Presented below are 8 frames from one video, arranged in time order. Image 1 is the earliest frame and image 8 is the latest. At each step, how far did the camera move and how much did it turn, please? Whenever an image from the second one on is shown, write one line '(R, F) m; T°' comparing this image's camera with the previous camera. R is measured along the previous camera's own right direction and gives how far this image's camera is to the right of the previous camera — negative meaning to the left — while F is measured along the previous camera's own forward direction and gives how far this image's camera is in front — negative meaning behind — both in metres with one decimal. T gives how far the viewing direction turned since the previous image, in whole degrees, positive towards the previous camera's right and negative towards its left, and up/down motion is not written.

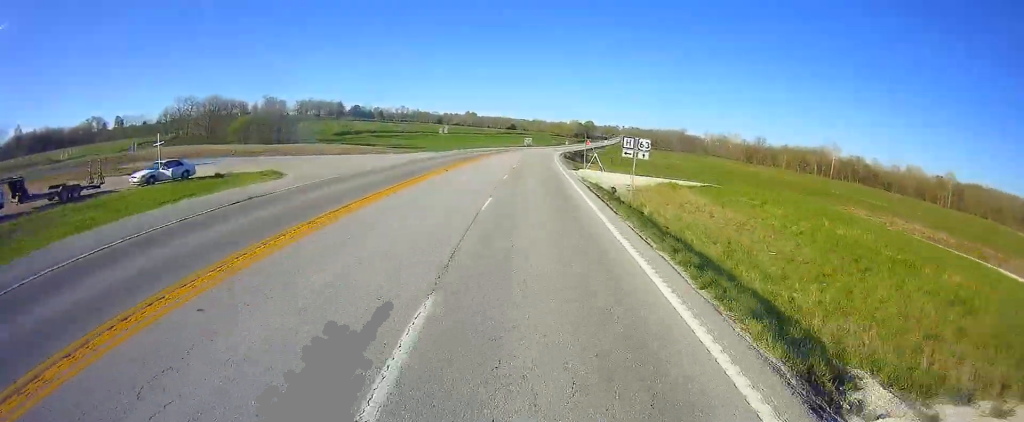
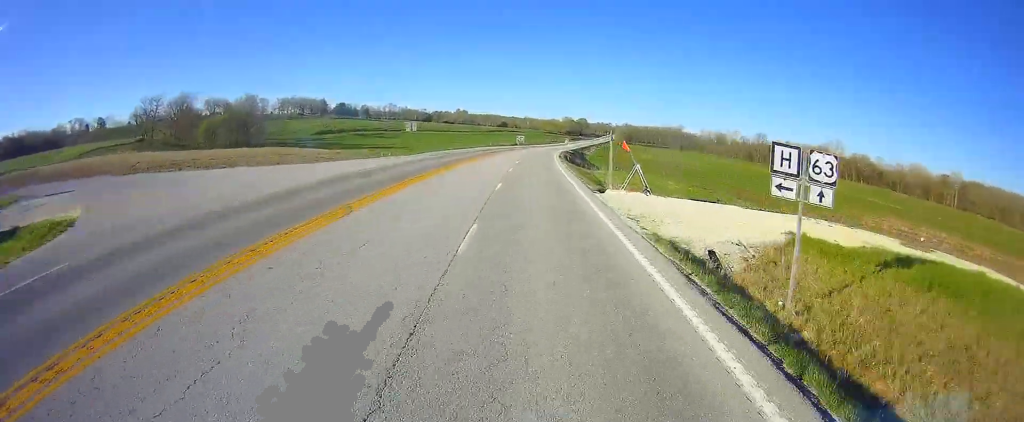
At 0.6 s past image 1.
(+0.3, +17.7) m; 0°
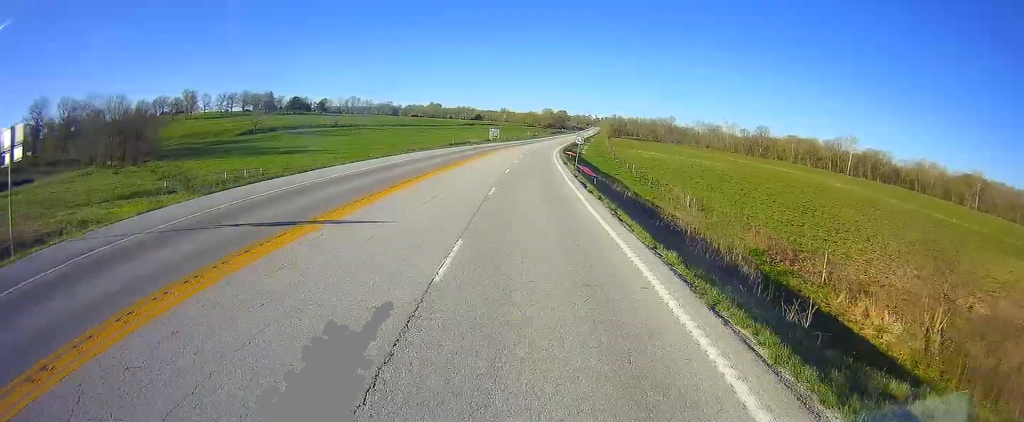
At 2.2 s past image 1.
(+0.7, +50.1) m; +2°
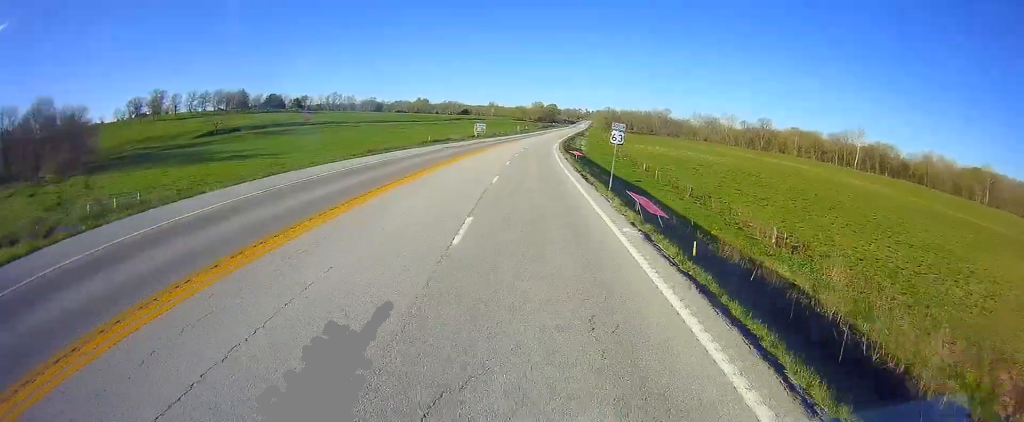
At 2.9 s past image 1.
(+0.4, +22.0) m; +1°
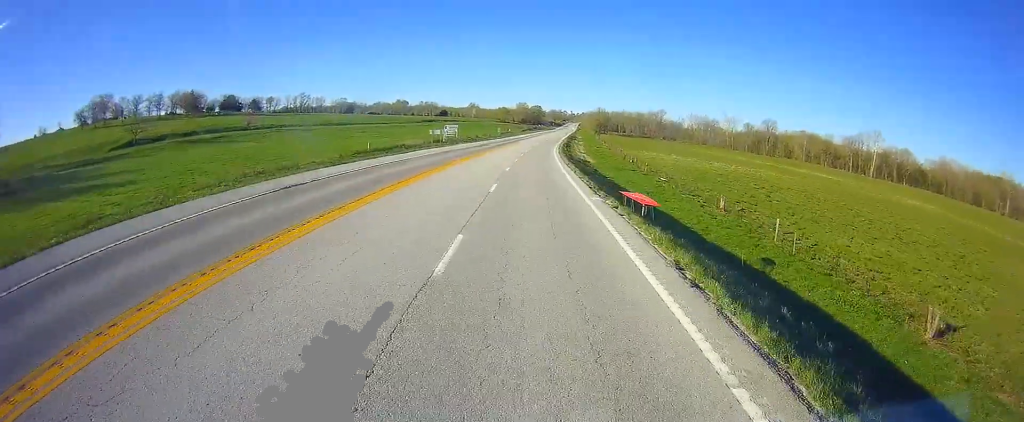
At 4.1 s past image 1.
(+0.3, +37.7) m; +2°
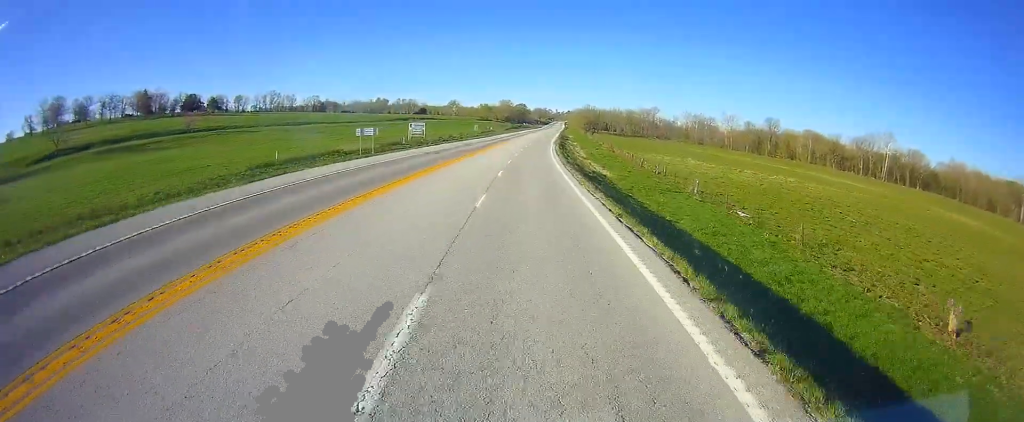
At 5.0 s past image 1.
(+0.4, +28.3) m; +1°
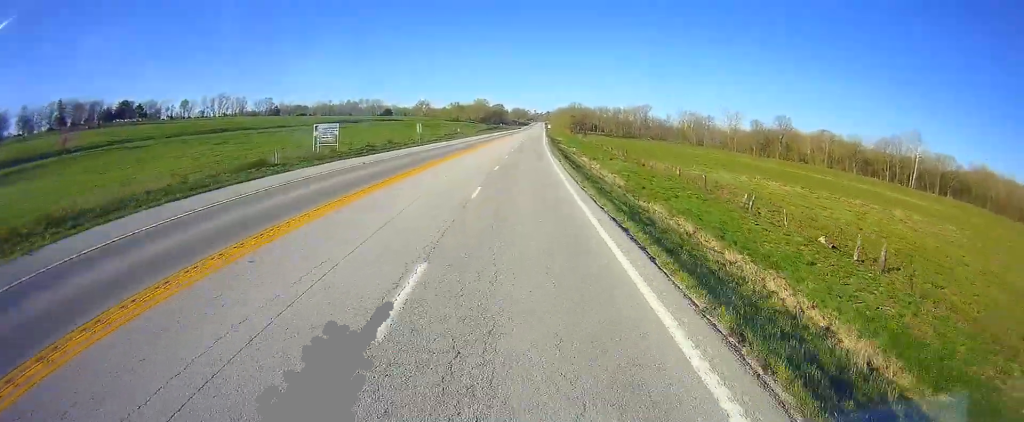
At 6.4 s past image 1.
(+0.4, +46.1) m; +2°
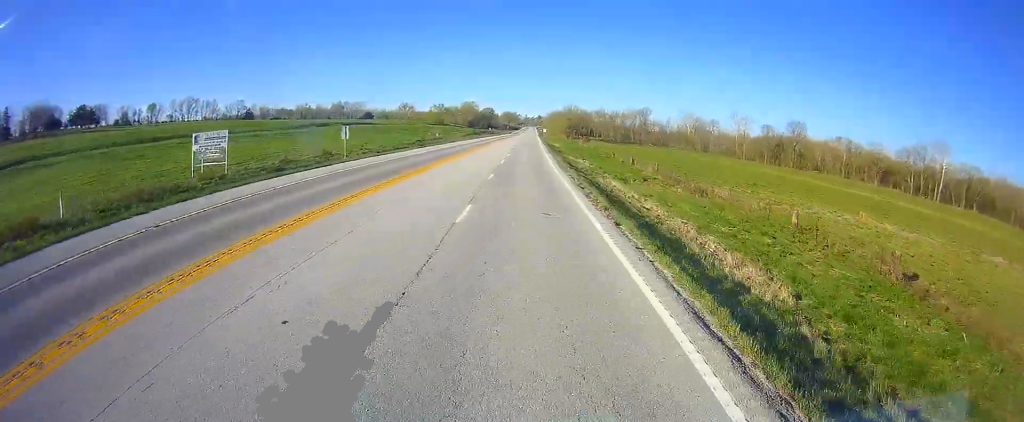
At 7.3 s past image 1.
(+0.2, +28.3) m; +1°
